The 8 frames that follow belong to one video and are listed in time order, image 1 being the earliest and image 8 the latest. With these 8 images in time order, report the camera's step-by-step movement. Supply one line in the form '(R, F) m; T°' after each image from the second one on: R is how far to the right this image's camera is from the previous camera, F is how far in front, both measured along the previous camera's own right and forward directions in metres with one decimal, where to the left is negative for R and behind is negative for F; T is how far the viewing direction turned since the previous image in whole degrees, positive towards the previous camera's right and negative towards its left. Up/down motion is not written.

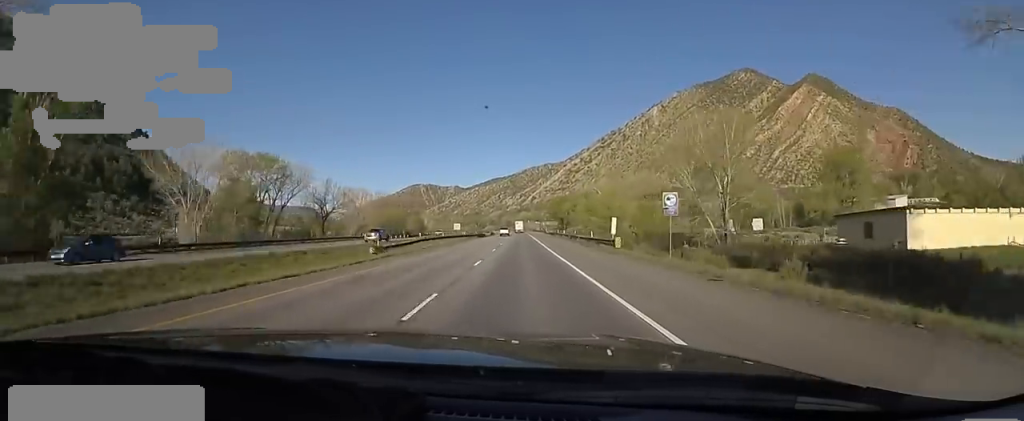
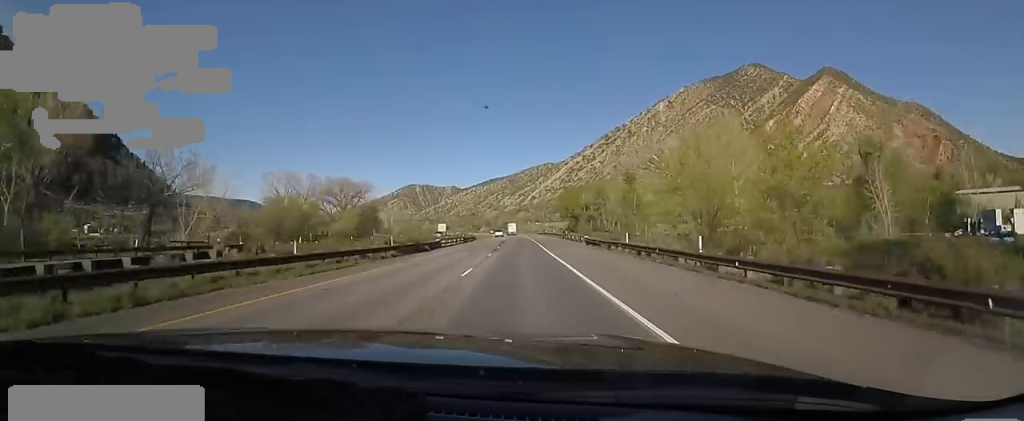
(+1.3, +52.0) m; +1°
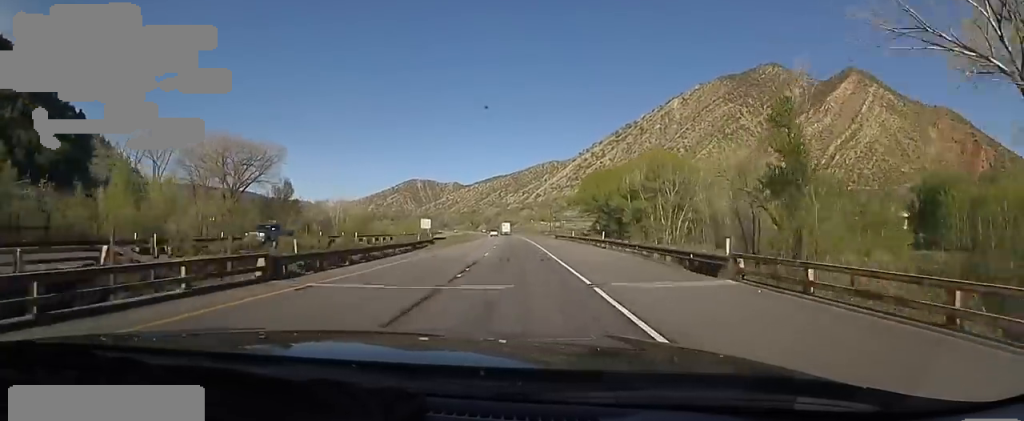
(+0.3, +47.4) m; 0°
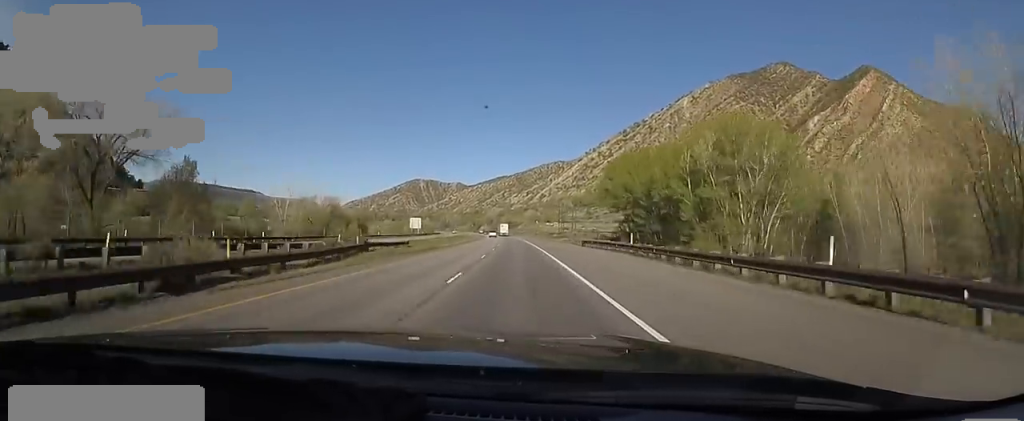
(-1.1, +26.6) m; -2°
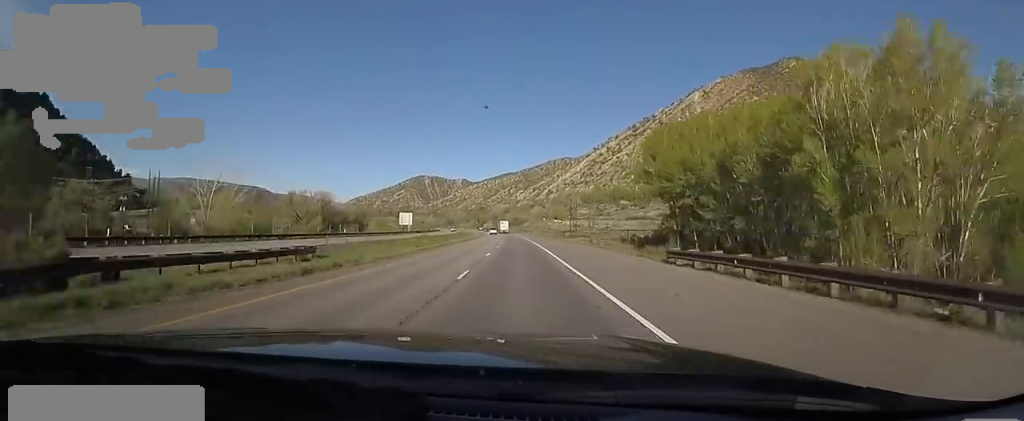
(-0.2, +22.7) m; 0°
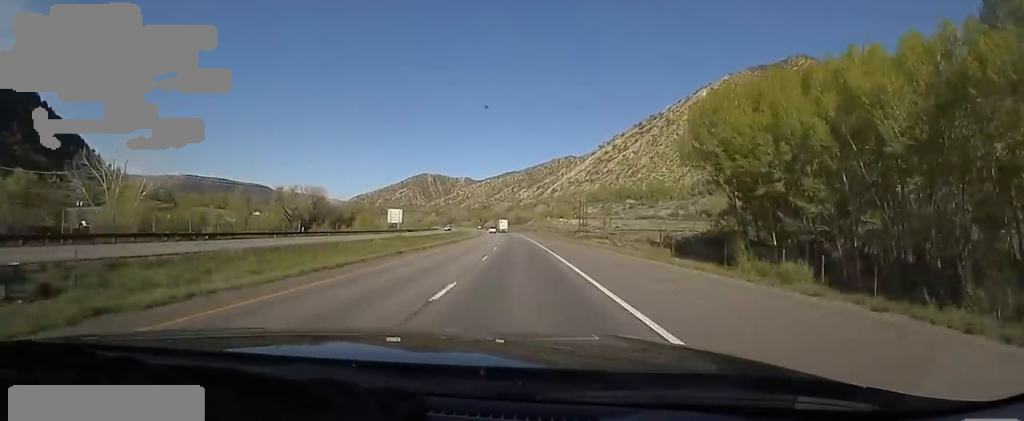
(+0.1, +16.5) m; 0°
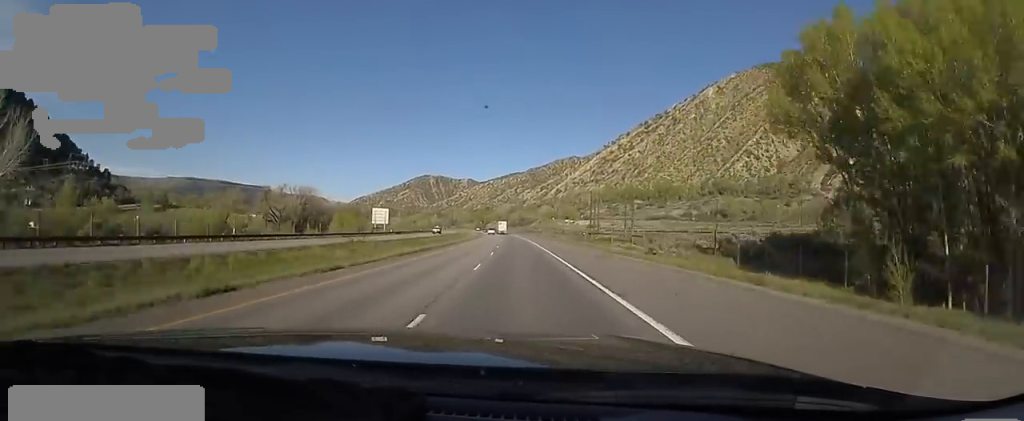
(0.0, +16.7) m; 0°
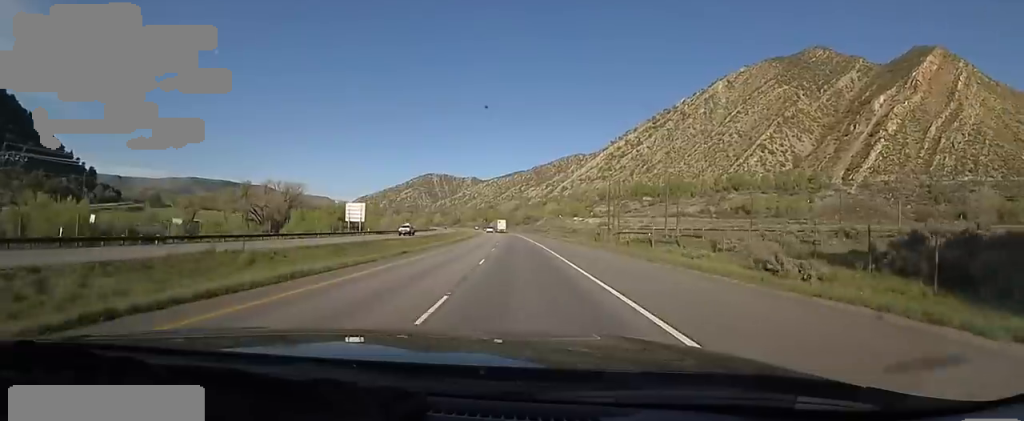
(0.0, +21.0) m; -1°
